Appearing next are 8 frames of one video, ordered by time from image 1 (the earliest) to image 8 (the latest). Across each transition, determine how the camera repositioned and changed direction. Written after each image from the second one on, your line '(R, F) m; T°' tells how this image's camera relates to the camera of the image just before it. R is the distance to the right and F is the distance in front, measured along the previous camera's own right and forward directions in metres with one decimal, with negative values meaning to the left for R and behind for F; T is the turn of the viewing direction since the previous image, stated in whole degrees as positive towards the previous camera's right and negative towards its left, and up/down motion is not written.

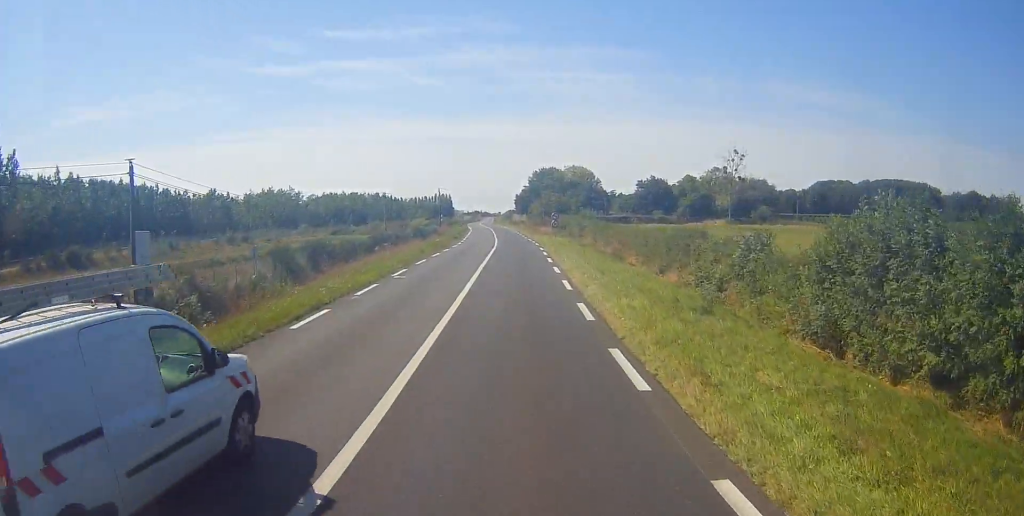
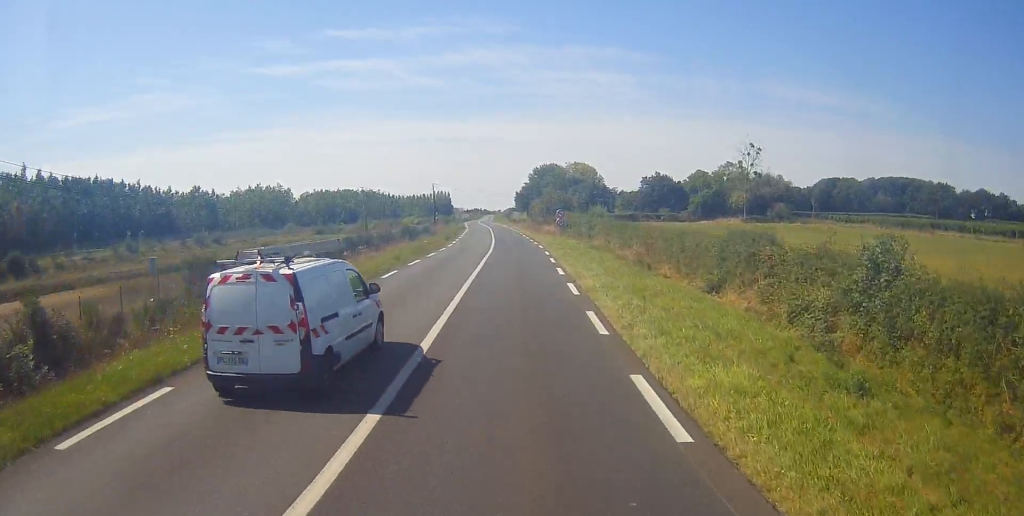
(-0.2, +9.0) m; 0°
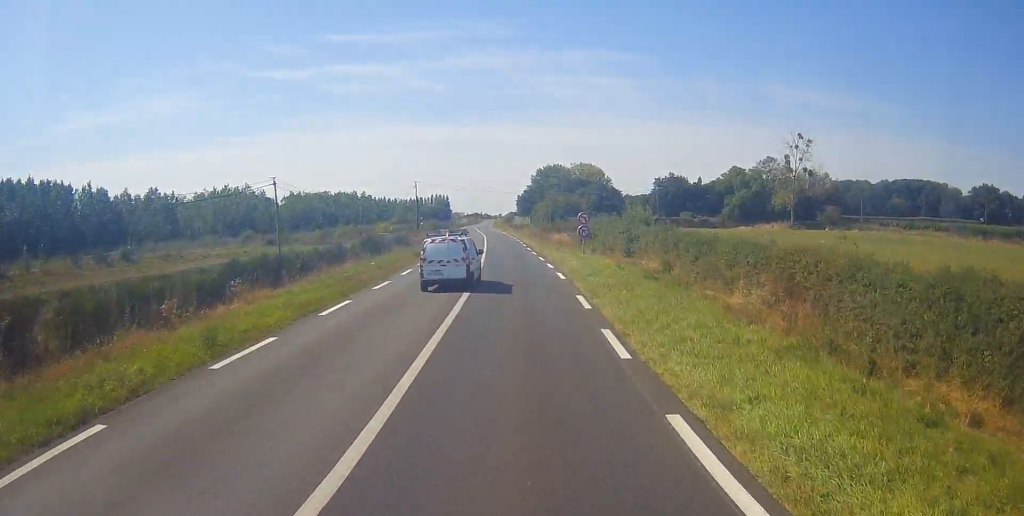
(-0.1, +21.8) m; 0°
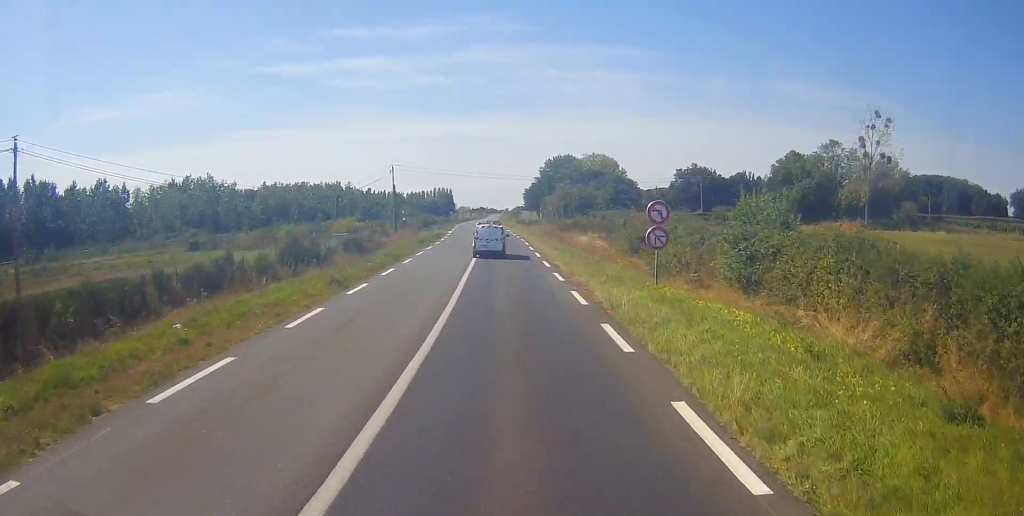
(-0.1, +22.2) m; -1°
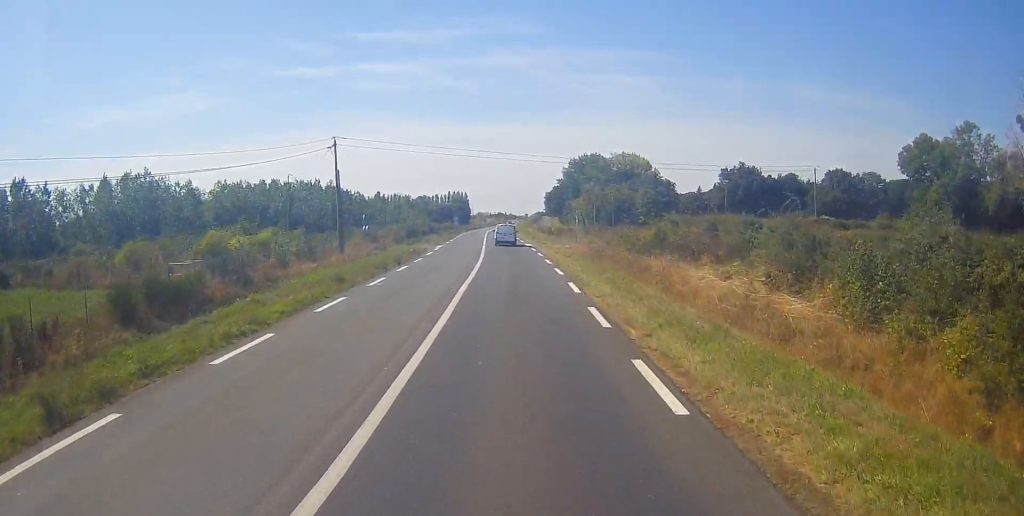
(-0.6, +29.9) m; -2°
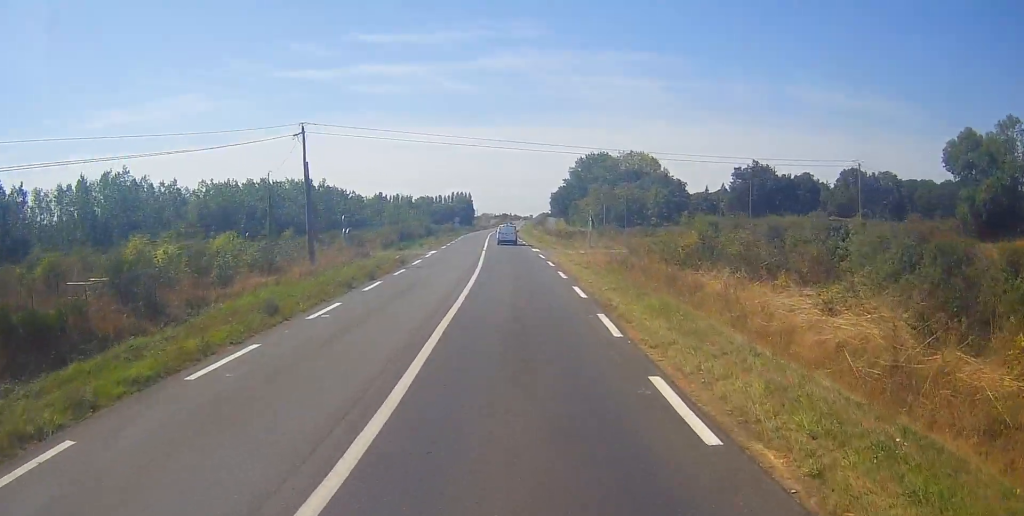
(-0.3, +7.6) m; 0°
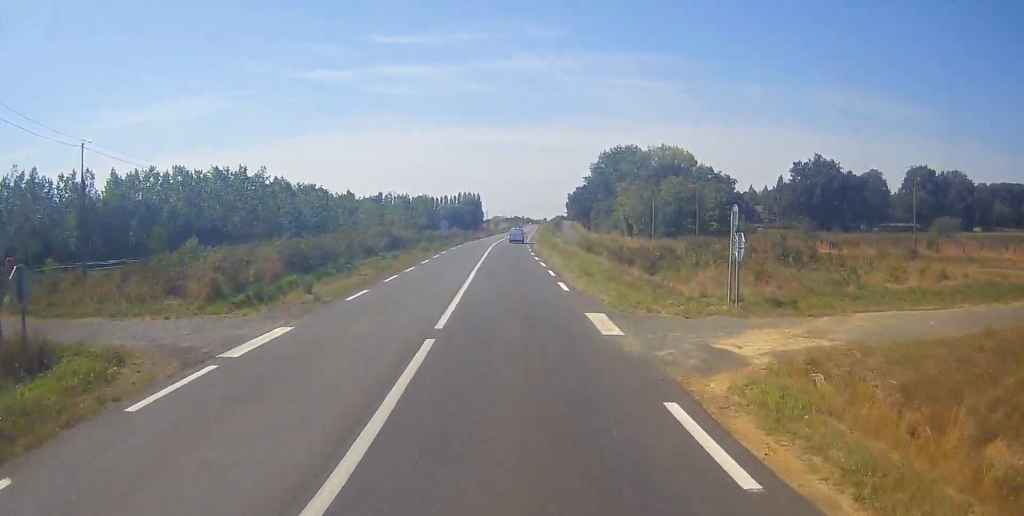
(+0.3, +34.0) m; +1°
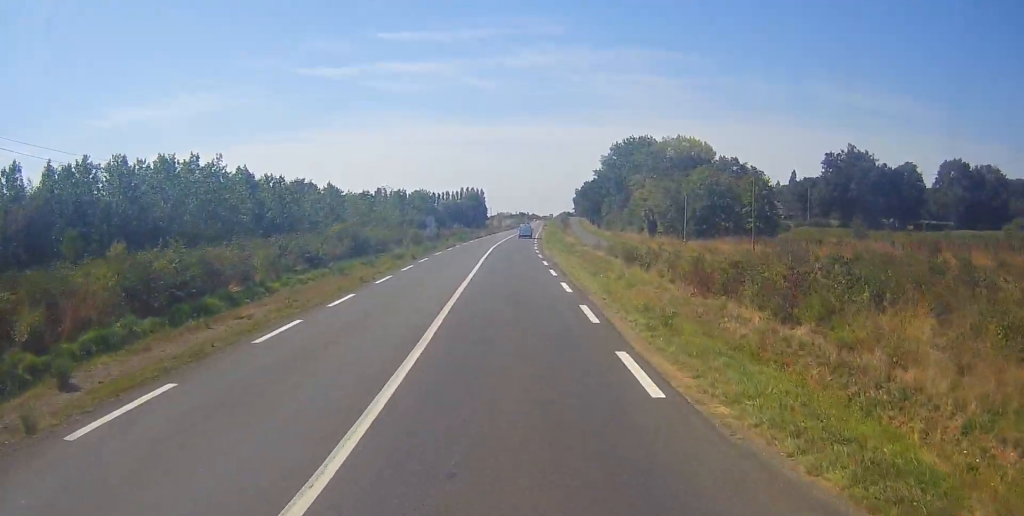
(-0.1, +14.9) m; 0°
